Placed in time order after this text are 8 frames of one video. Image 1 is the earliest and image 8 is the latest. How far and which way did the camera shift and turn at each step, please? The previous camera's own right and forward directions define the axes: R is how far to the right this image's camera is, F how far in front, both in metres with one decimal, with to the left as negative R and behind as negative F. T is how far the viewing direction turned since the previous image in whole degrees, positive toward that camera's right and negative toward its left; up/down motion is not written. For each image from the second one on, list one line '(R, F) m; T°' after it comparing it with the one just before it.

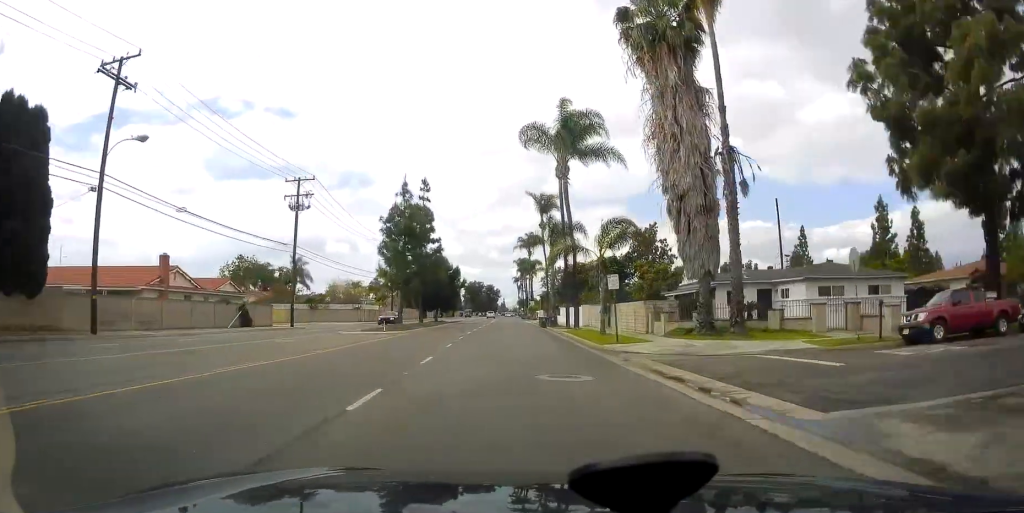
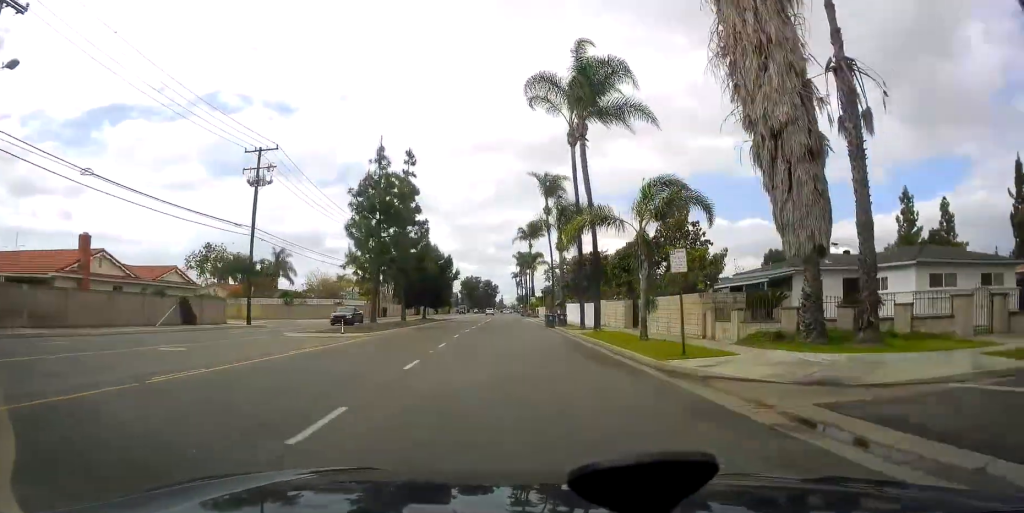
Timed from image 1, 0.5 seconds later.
(+0.2, +9.7) m; 0°
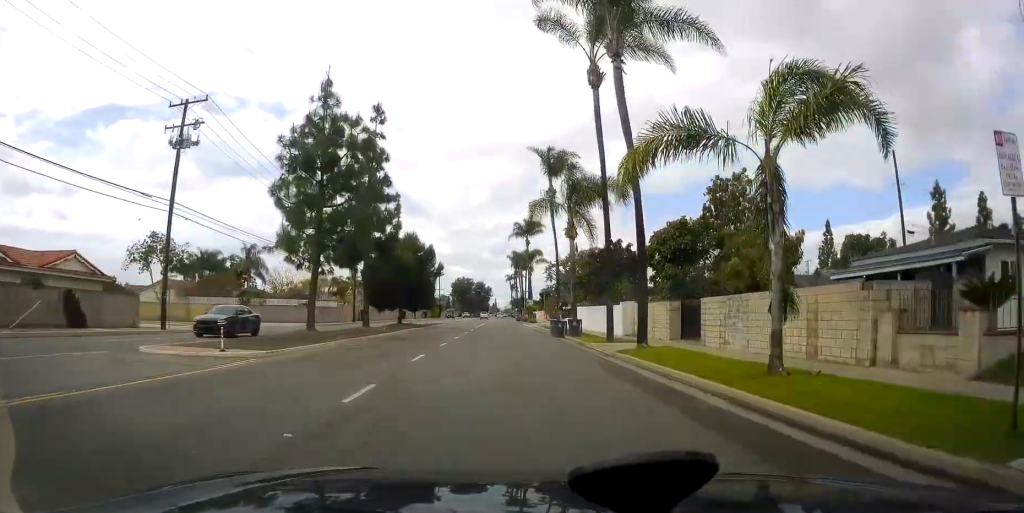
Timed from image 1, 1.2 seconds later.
(+0.2, +12.1) m; 0°
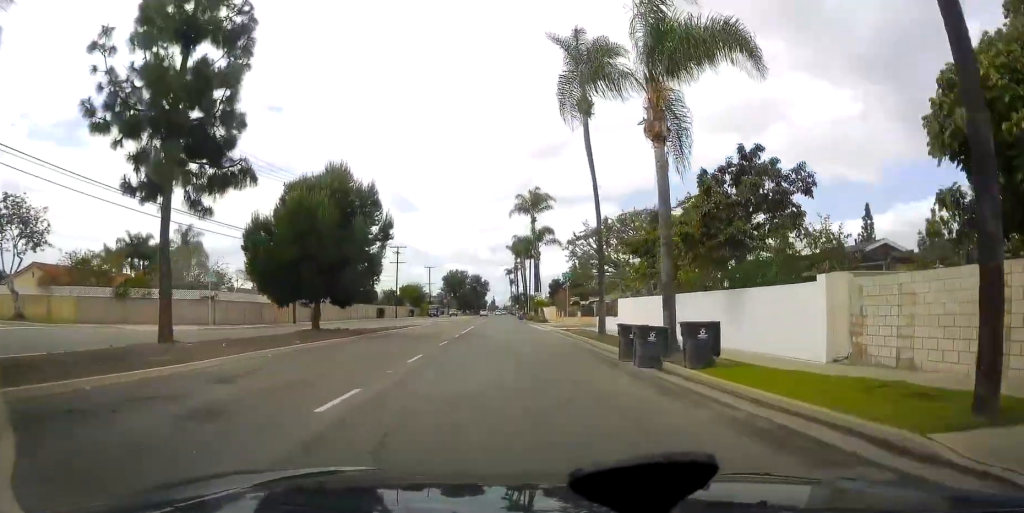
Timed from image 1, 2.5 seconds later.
(-0.6, +22.8) m; -1°
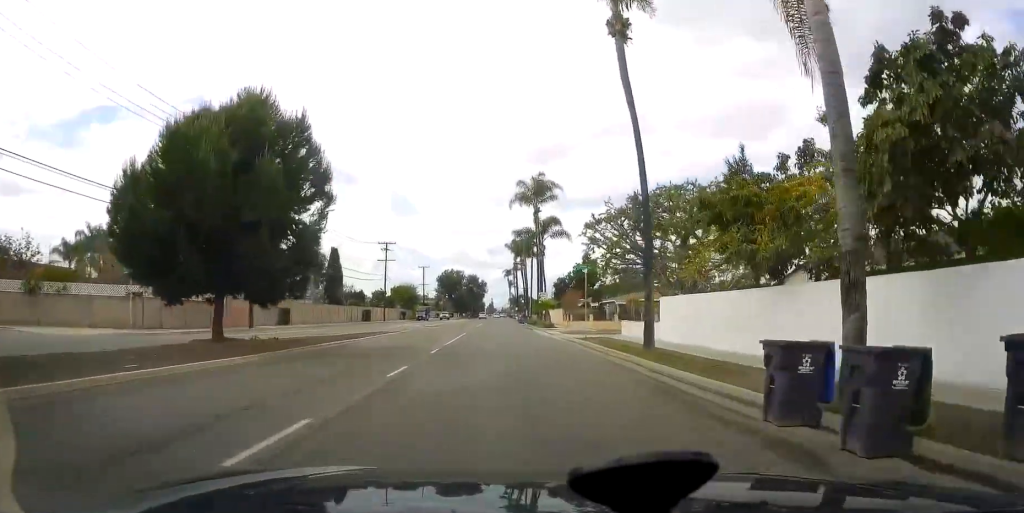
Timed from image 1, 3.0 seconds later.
(-0.1, +10.2) m; +1°
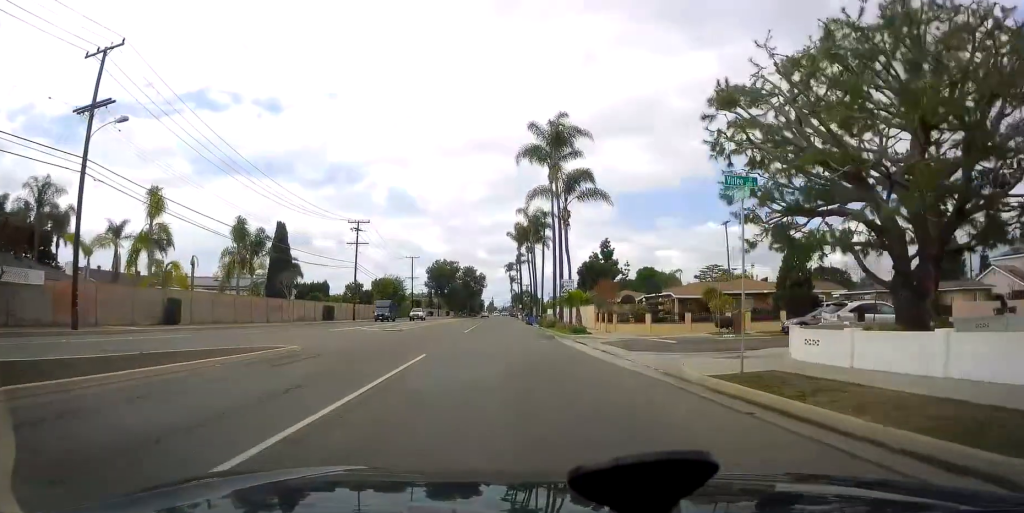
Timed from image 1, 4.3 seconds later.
(+0.4, +22.0) m; 0°
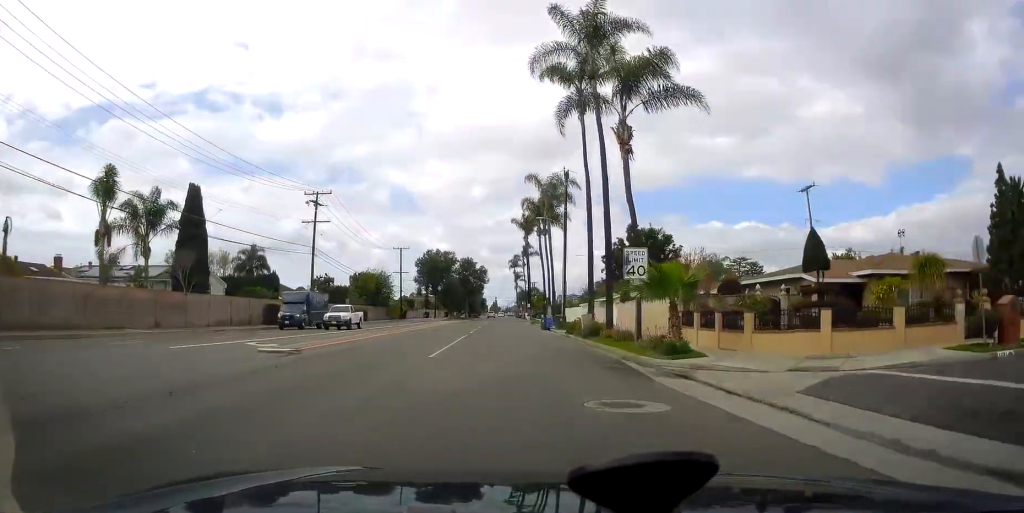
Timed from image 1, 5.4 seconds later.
(-0.2, +20.1) m; +1°
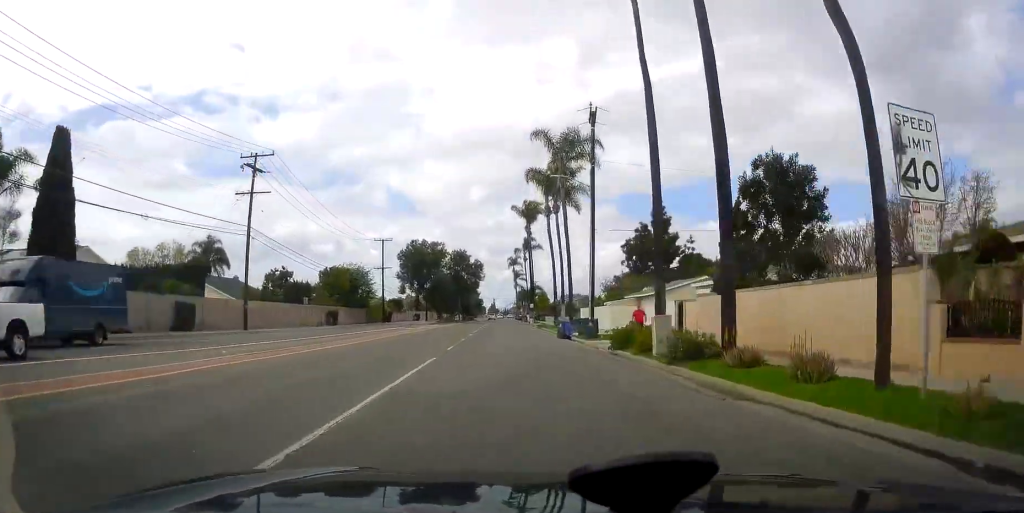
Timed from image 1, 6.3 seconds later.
(+0.3, +15.8) m; +1°
